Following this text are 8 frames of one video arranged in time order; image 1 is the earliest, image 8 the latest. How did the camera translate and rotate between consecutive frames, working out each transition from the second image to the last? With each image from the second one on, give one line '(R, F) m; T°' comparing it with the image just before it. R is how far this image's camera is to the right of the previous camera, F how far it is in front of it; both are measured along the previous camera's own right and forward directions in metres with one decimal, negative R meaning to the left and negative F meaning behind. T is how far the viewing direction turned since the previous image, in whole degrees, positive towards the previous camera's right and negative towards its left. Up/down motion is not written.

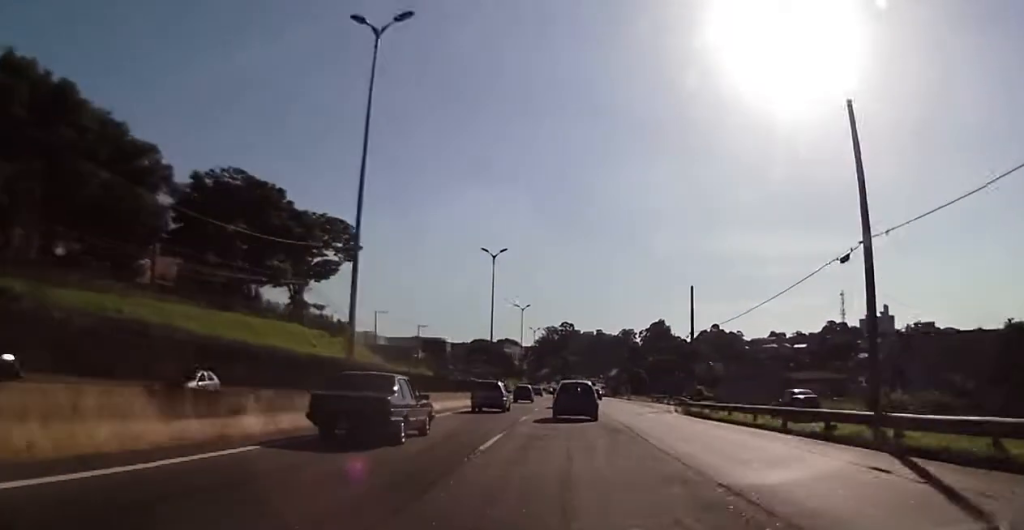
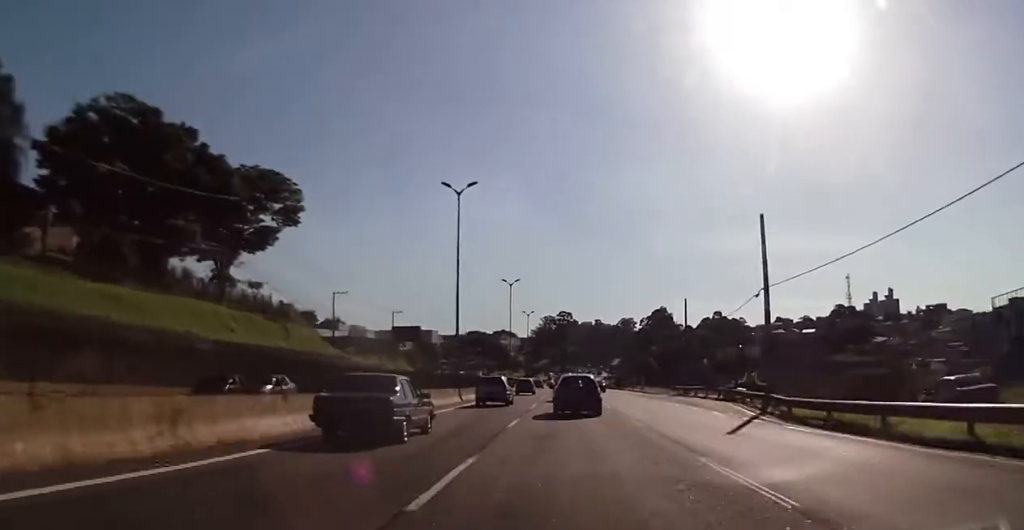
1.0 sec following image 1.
(0.0, +19.3) m; 0°
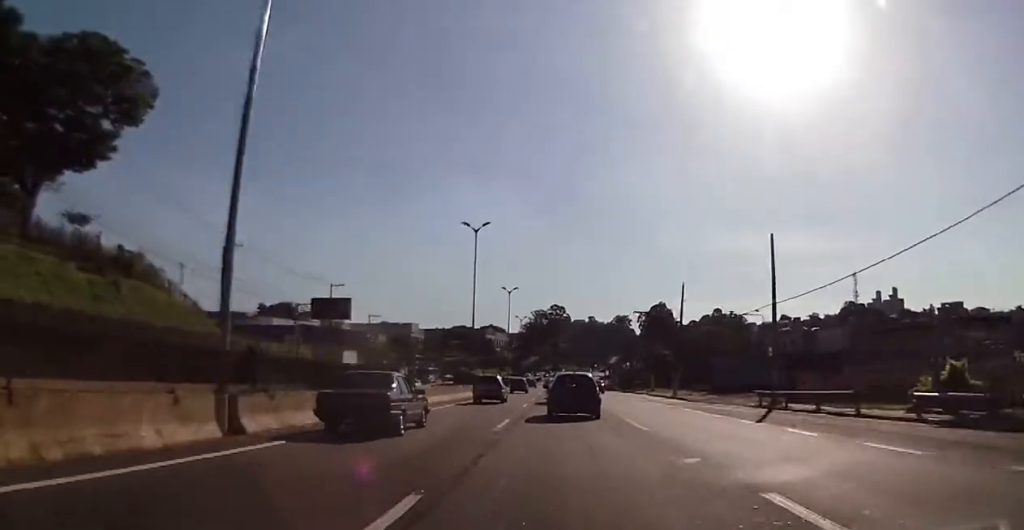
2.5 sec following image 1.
(0.0, +29.1) m; 0°
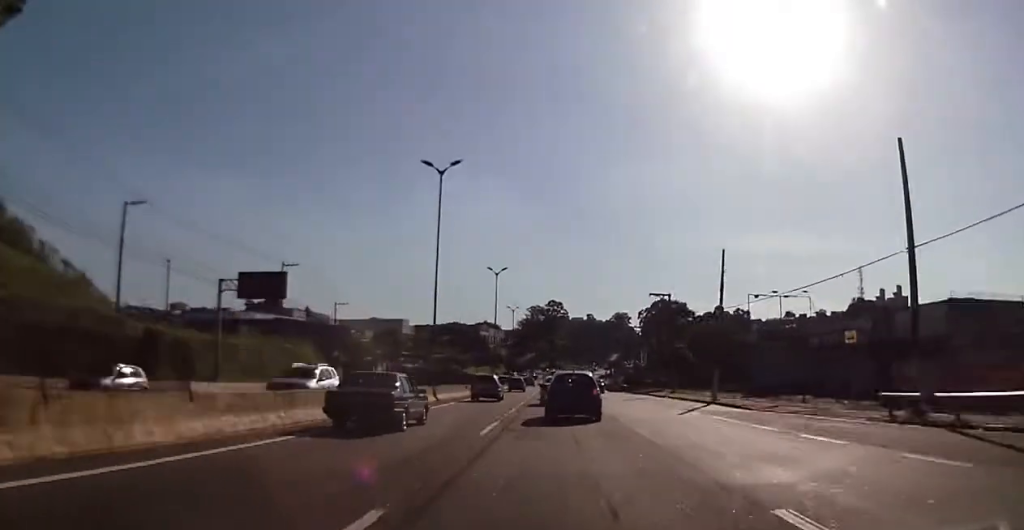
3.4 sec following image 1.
(0.0, +15.6) m; 0°
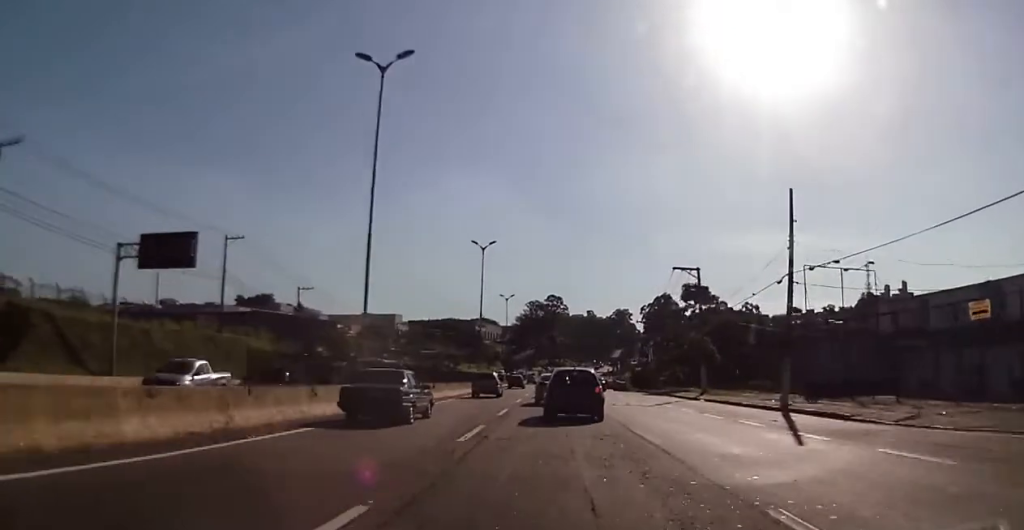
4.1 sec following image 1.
(0.0, +13.5) m; +1°
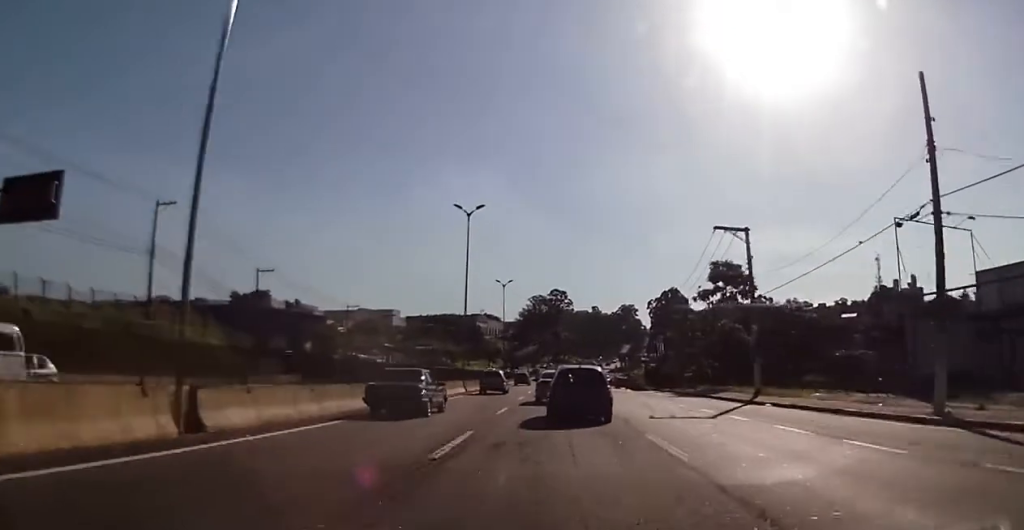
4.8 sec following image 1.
(+0.3, +12.7) m; 0°
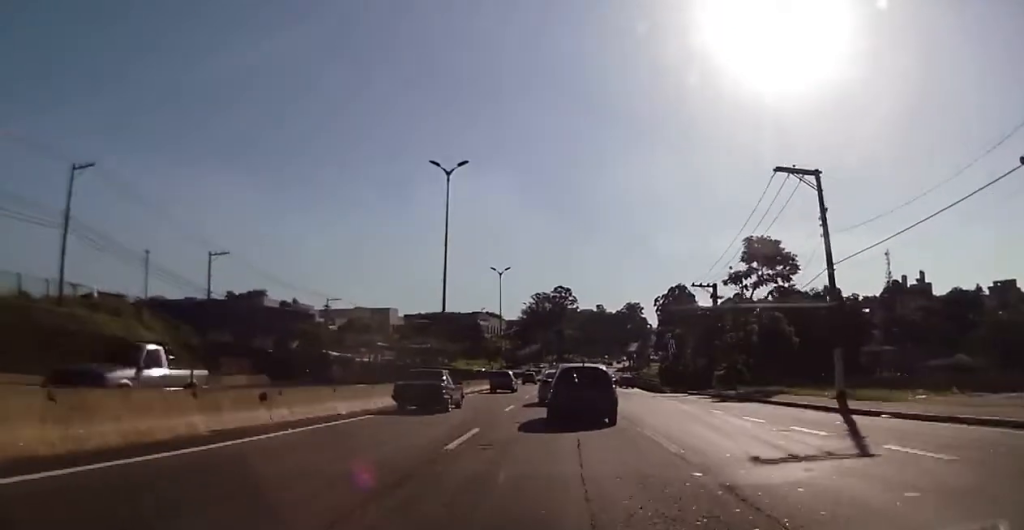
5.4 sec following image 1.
(+0.2, +11.3) m; 0°
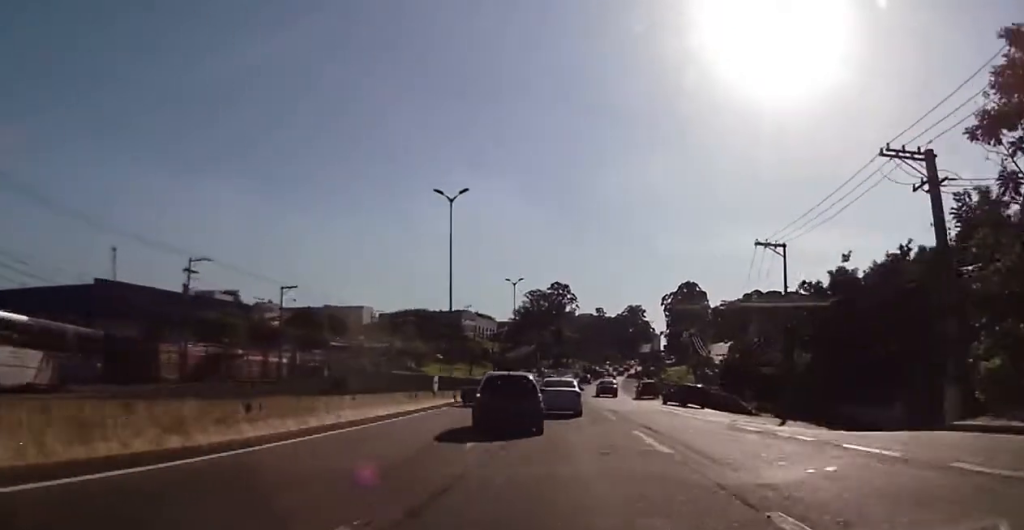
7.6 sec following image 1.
(-0.9, +35.5) m; -2°
